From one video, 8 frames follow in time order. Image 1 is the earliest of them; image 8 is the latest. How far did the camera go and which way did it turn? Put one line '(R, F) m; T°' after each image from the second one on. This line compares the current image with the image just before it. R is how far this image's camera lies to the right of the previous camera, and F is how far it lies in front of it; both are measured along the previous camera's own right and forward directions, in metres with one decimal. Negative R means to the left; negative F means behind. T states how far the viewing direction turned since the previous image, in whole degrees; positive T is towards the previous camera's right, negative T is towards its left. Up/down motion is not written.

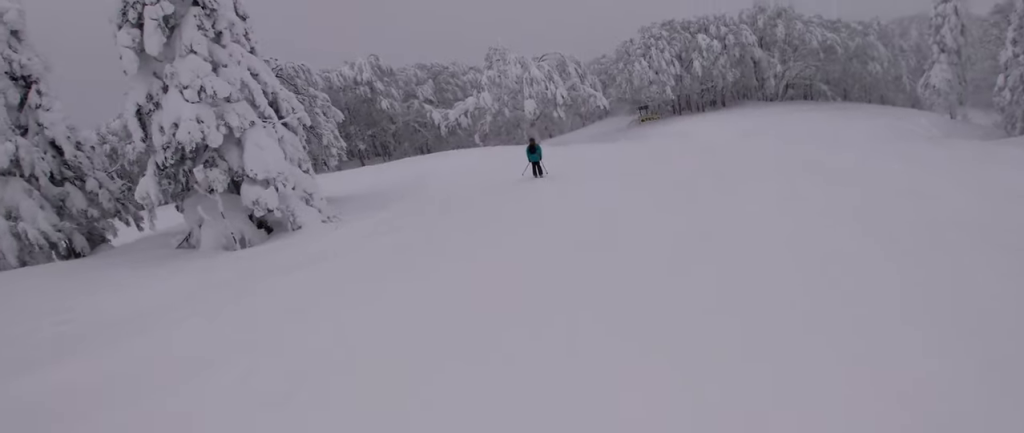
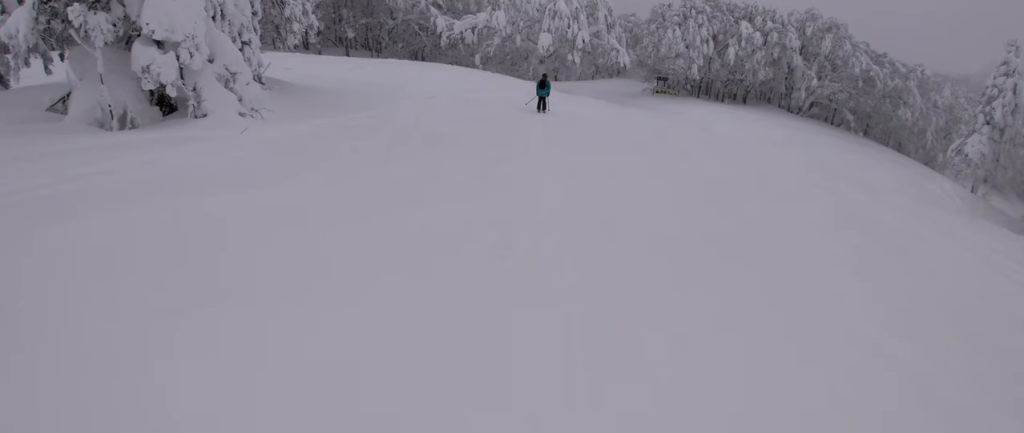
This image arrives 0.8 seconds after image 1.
(+0.3, +4.3) m; +17°
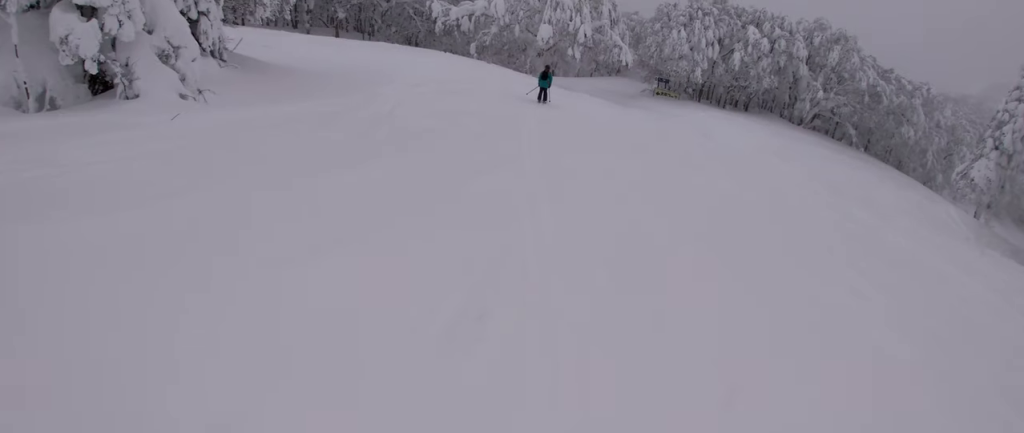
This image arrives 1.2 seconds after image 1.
(+0.5, +2.0) m; 0°
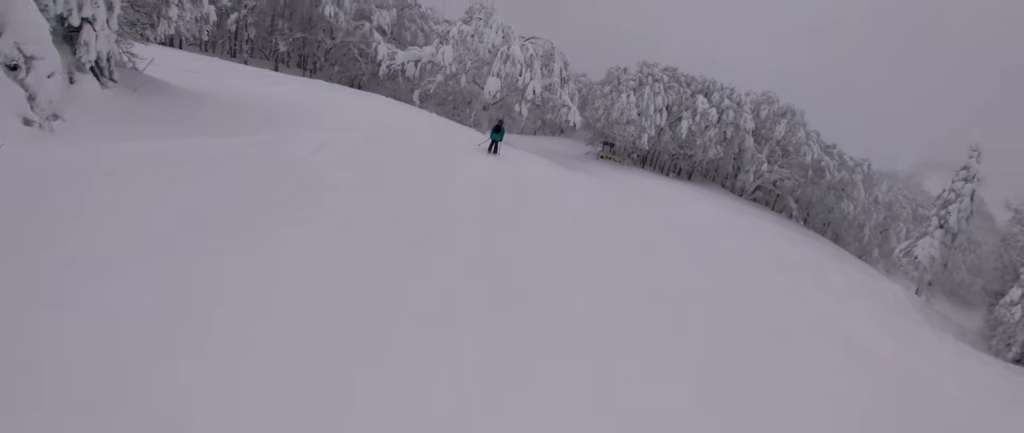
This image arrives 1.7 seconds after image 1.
(+0.7, +2.5) m; 0°
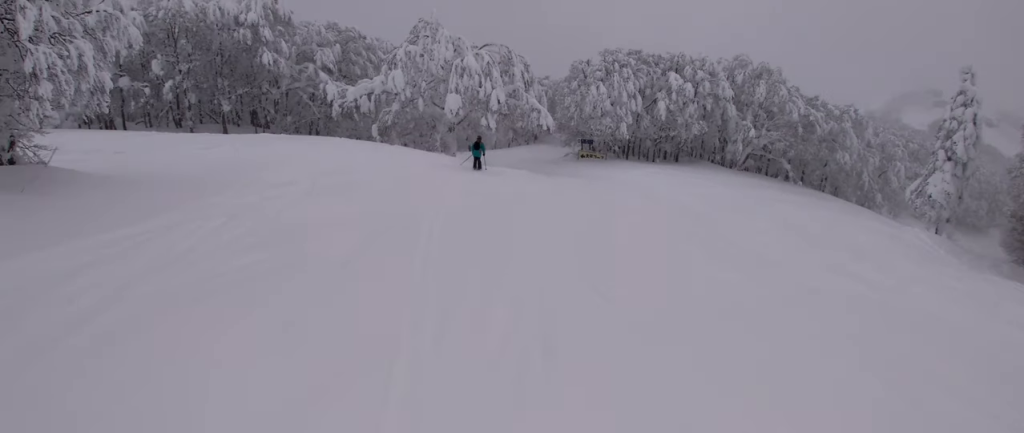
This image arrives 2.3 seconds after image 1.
(-0.7, +2.9) m; -8°
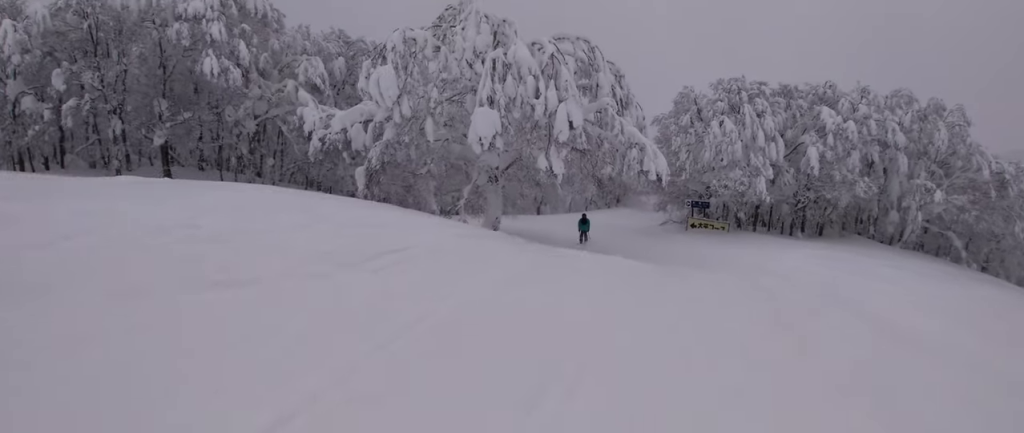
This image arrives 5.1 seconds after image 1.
(+0.9, +14.5) m; +3°
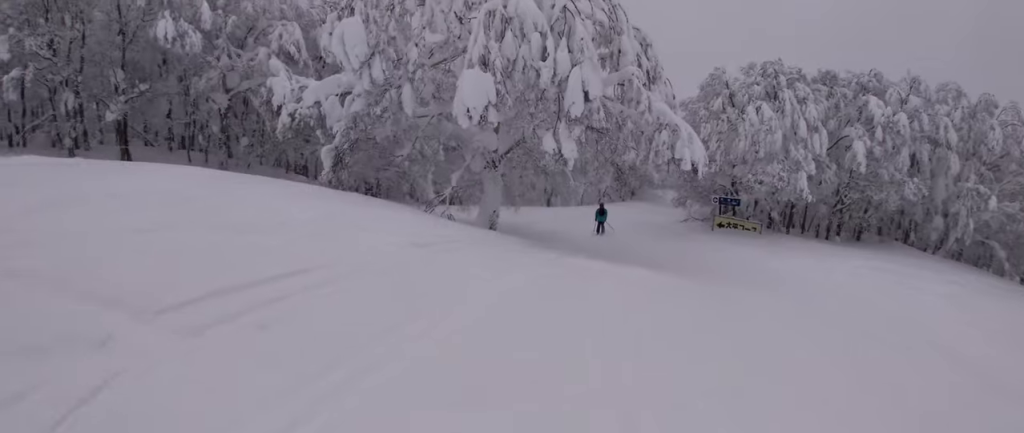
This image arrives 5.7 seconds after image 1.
(-0.6, +3.7) m; -9°
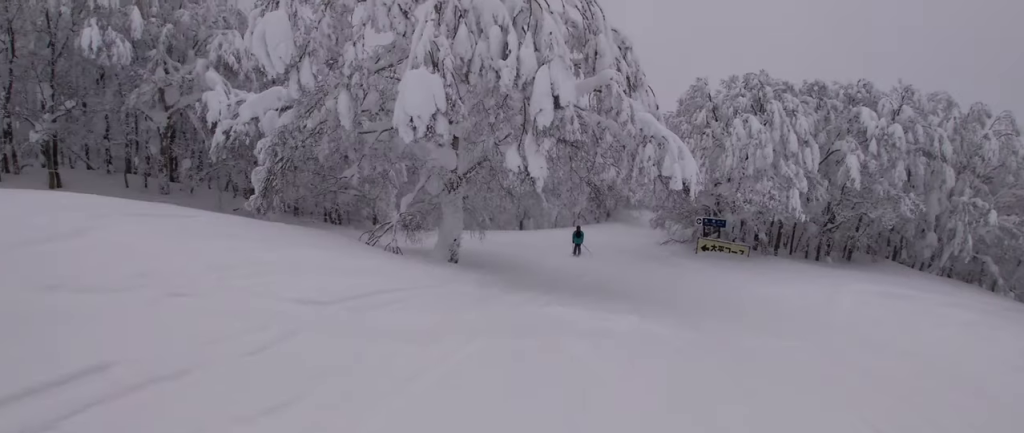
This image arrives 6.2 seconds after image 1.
(0.0, +2.6) m; +6°
